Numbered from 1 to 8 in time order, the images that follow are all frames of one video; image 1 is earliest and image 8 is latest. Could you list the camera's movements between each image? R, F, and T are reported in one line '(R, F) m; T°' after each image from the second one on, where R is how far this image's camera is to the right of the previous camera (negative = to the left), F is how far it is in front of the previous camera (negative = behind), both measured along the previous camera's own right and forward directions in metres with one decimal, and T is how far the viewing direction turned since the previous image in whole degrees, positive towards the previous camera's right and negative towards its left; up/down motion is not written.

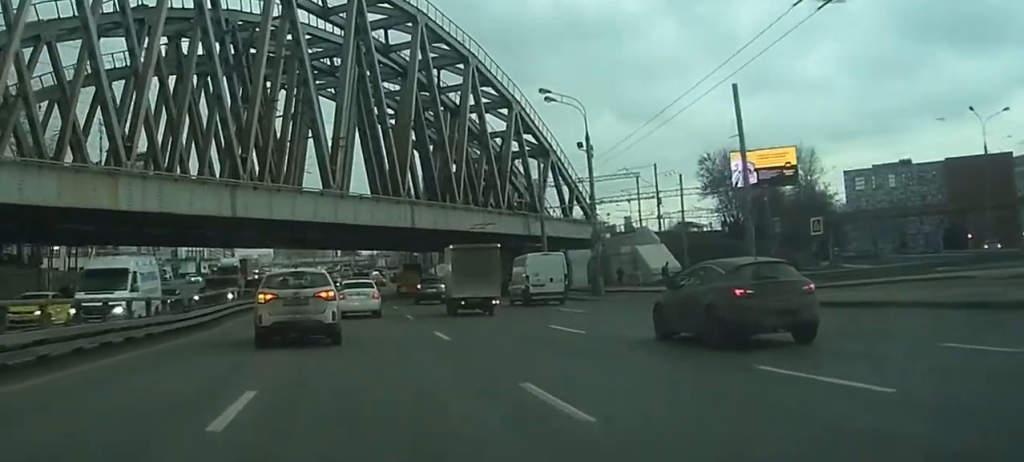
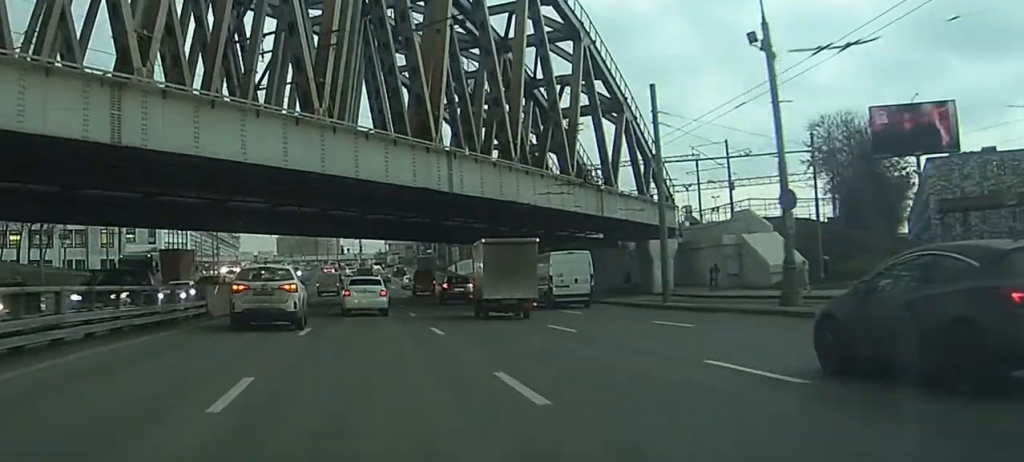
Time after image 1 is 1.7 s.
(+0.1, +23.3) m; 0°
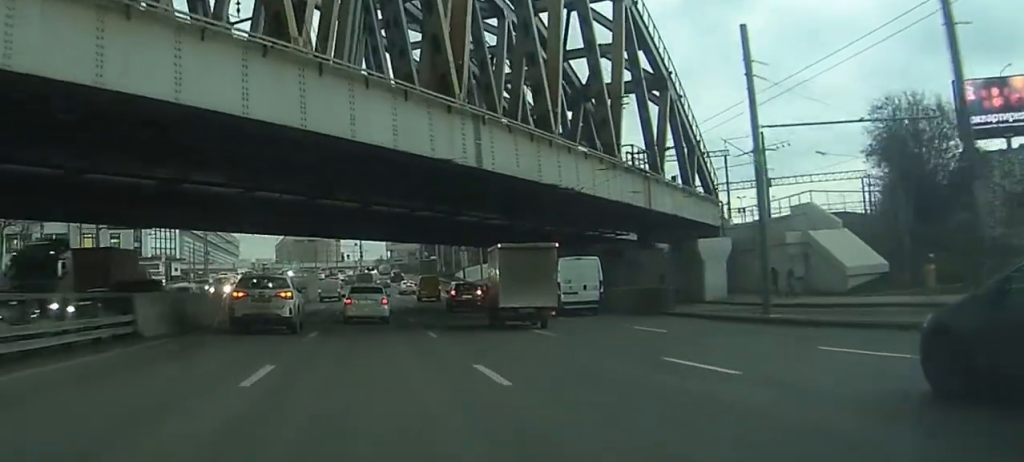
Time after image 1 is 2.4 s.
(0.0, +9.8) m; -1°
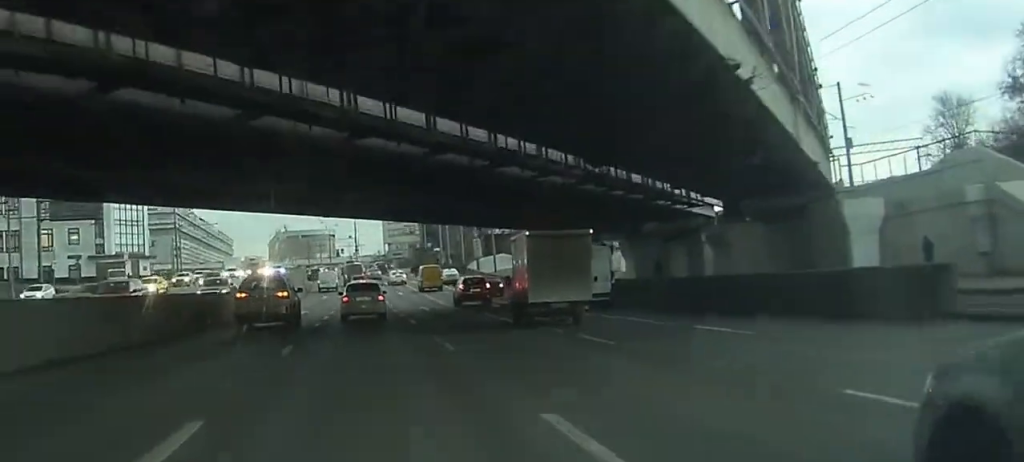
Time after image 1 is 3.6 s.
(-0.2, +17.9) m; -1°
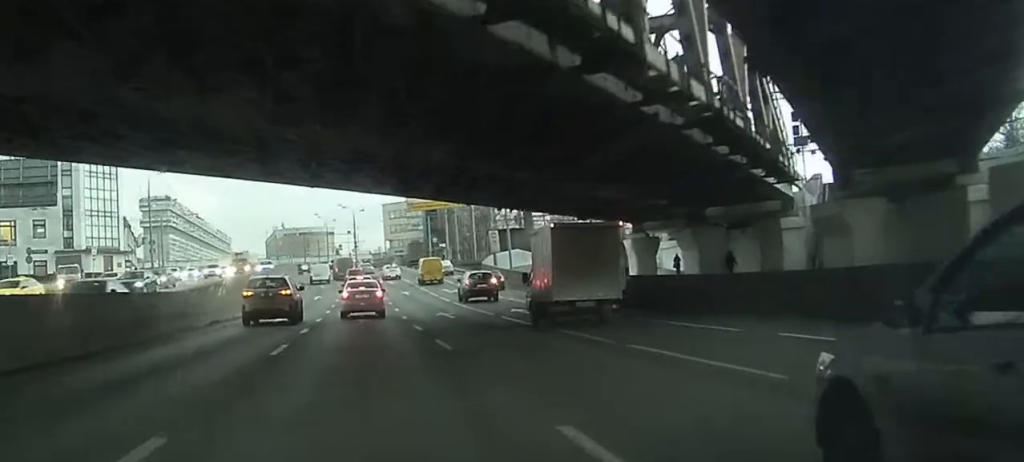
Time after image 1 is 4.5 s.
(-0.1, +12.9) m; -1°
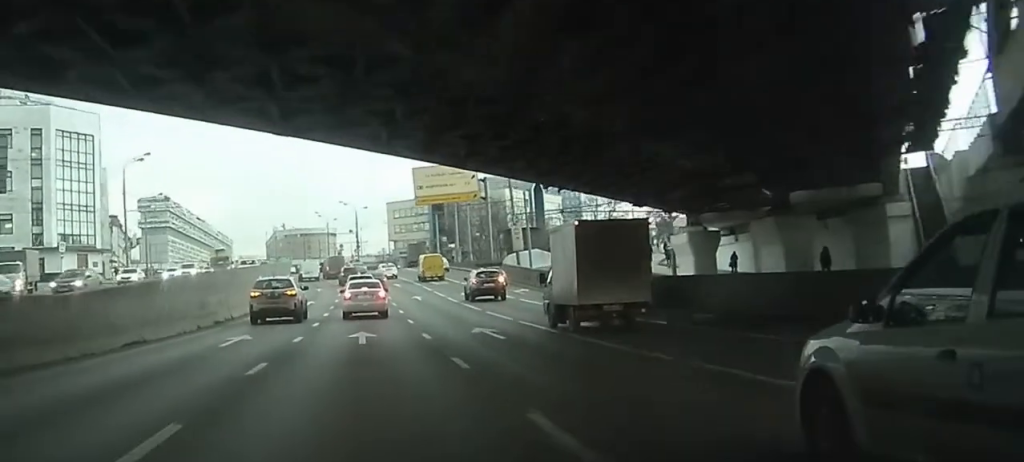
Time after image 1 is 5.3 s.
(0.0, +11.1) m; 0°
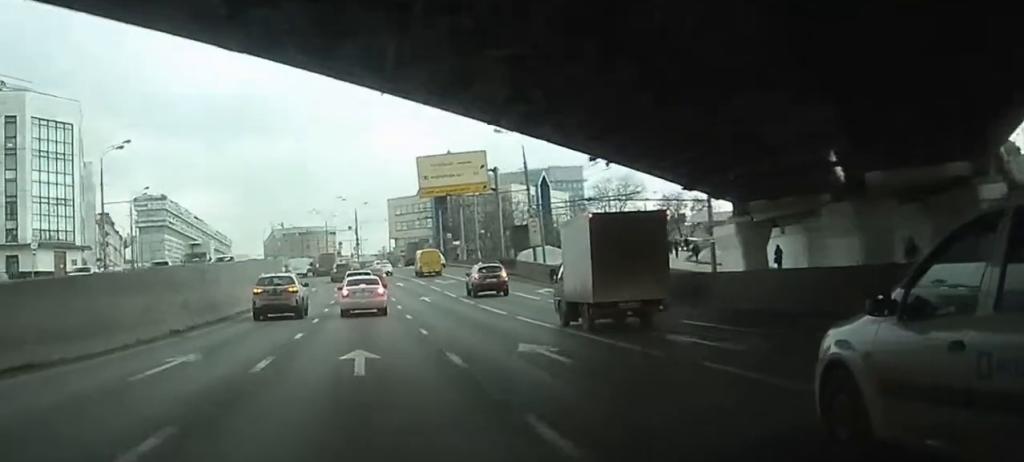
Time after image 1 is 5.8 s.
(0.0, +7.3) m; 0°
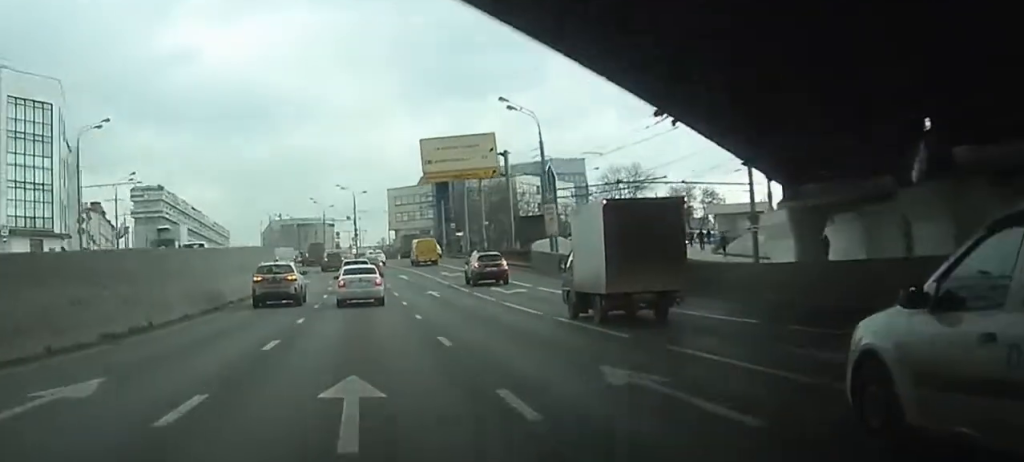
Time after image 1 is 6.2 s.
(0.0, +6.3) m; +1°
